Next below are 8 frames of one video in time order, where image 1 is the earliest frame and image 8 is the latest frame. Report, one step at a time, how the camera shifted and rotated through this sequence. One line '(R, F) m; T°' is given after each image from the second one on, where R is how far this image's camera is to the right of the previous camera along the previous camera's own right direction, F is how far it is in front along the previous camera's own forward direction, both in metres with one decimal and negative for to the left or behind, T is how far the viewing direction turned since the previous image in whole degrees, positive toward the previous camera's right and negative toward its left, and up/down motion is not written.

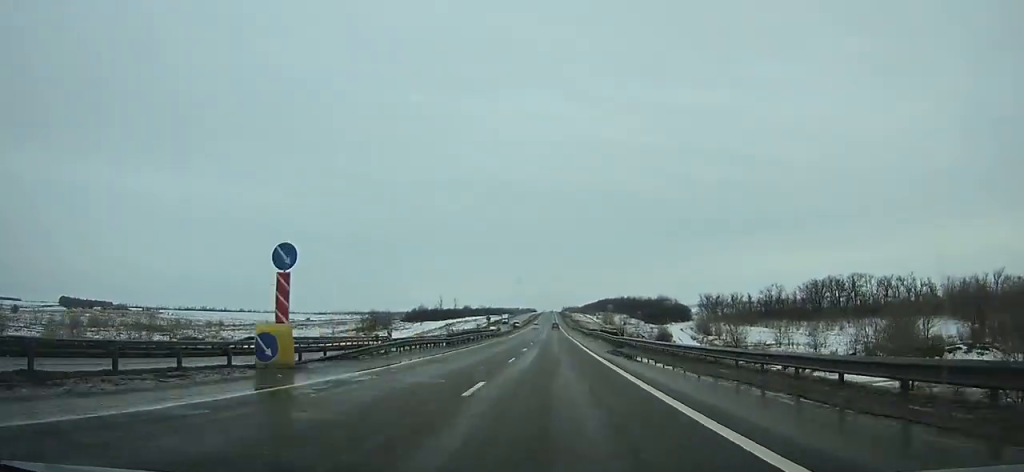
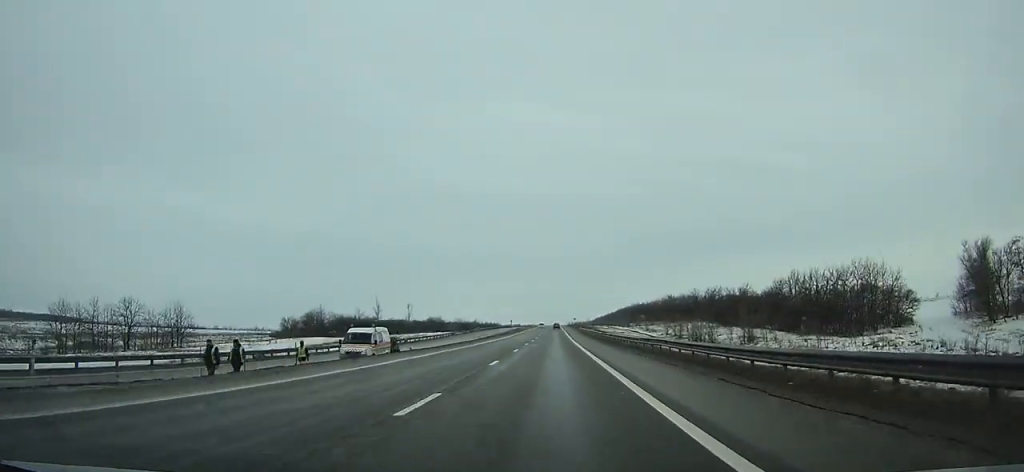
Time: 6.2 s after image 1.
(-0.2, +148.8) m; -1°
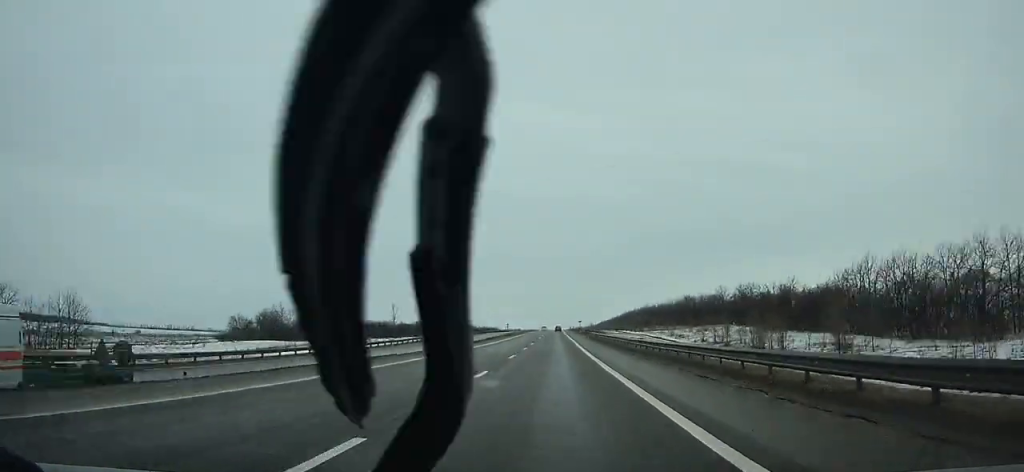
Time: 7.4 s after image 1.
(-0.1, +28.8) m; 0°
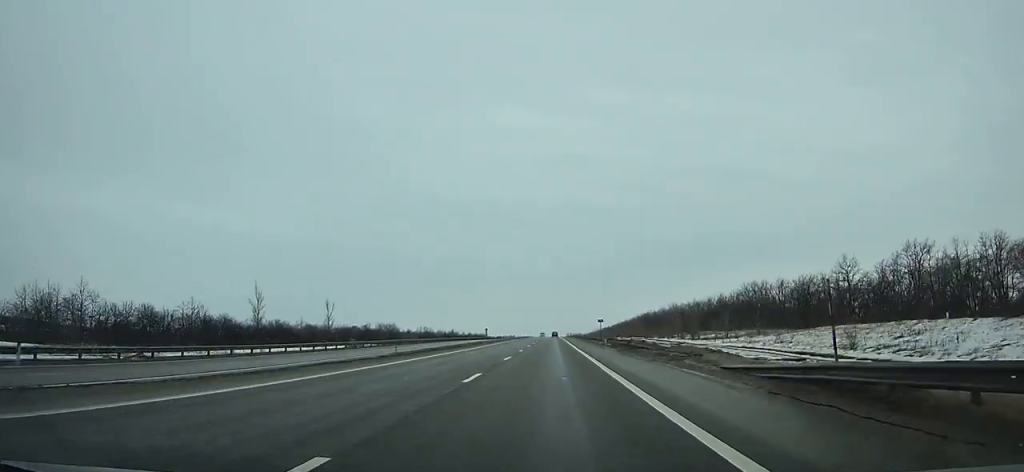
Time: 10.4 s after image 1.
(+0.2, +72.4) m; 0°
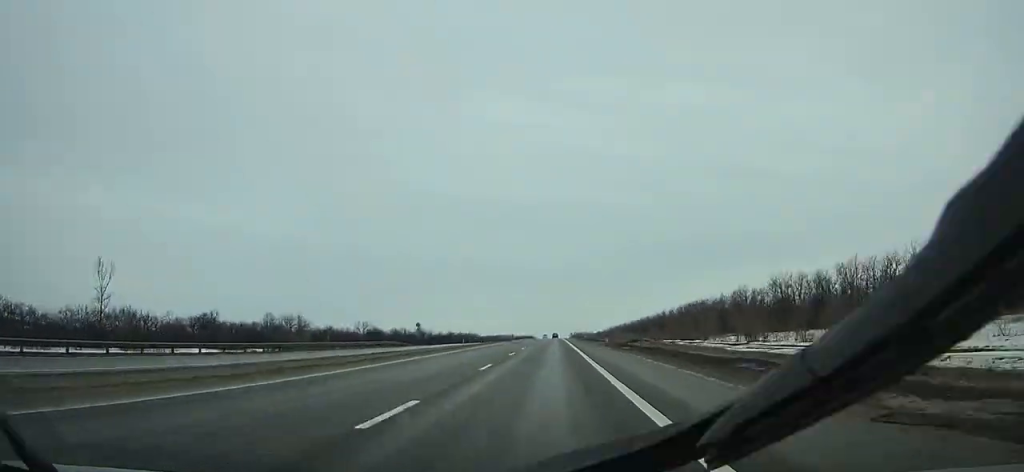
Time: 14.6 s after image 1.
(0.0, +102.0) m; 0°
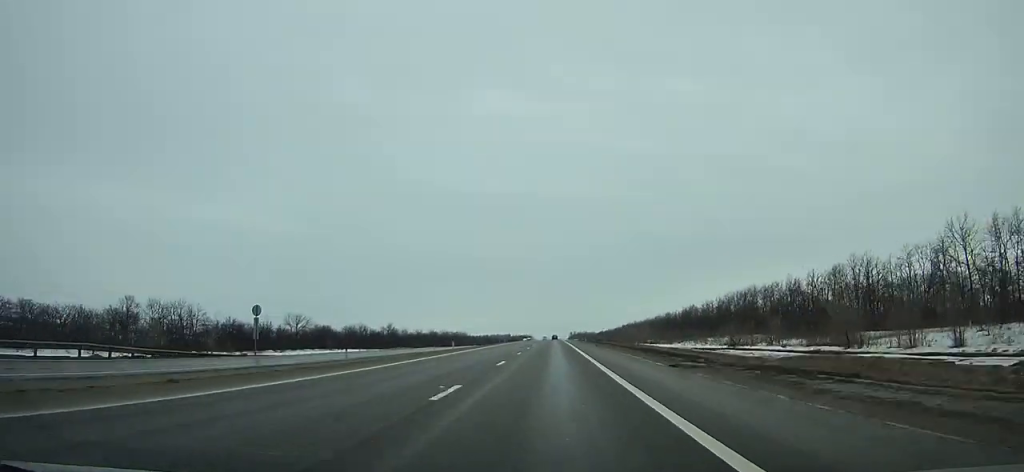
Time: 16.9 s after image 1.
(-0.1, +56.2) m; 0°
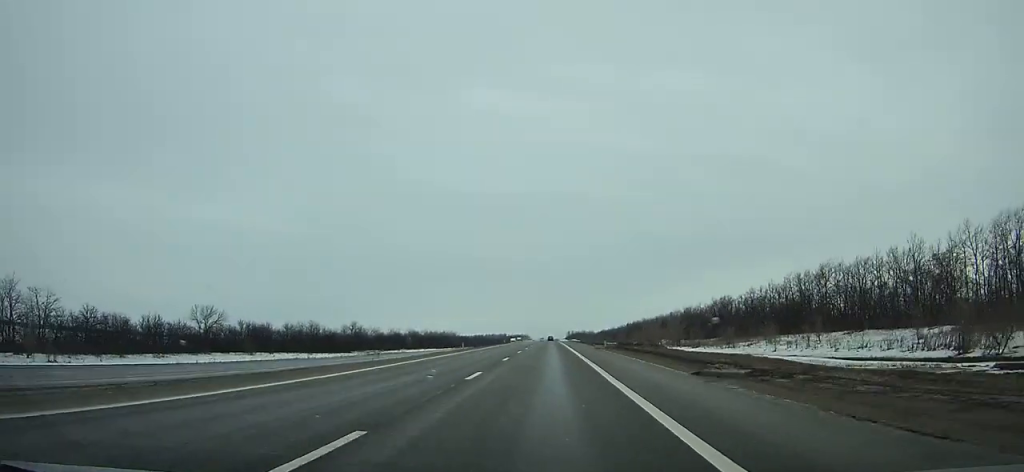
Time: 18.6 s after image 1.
(+0.2, +41.6) m; 0°
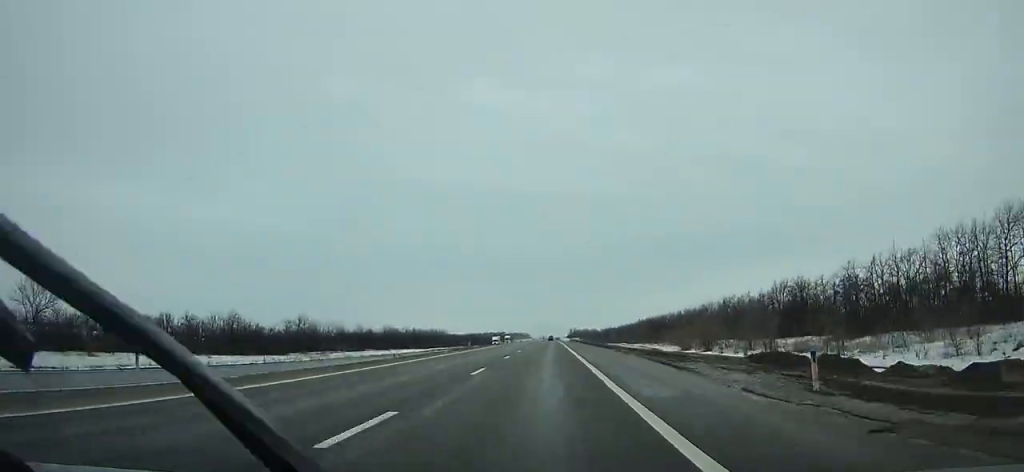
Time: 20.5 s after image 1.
(0.0, +46.8) m; 0°
